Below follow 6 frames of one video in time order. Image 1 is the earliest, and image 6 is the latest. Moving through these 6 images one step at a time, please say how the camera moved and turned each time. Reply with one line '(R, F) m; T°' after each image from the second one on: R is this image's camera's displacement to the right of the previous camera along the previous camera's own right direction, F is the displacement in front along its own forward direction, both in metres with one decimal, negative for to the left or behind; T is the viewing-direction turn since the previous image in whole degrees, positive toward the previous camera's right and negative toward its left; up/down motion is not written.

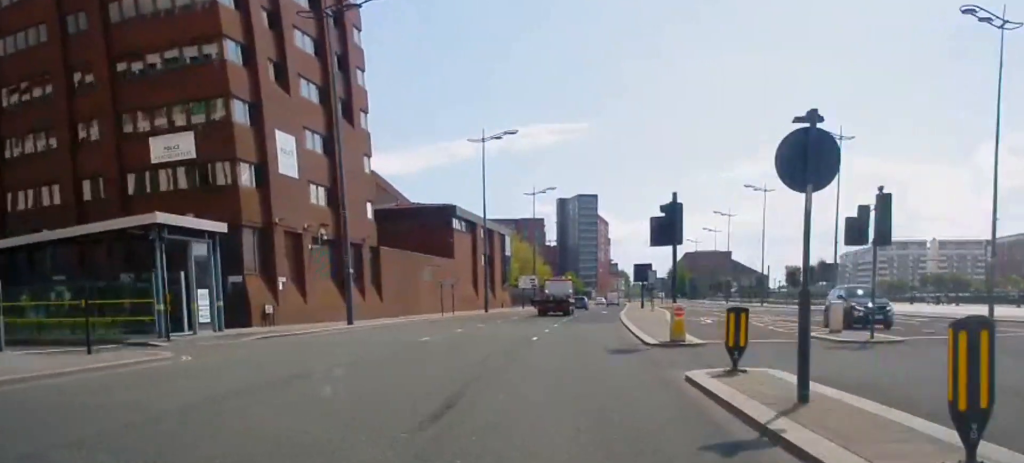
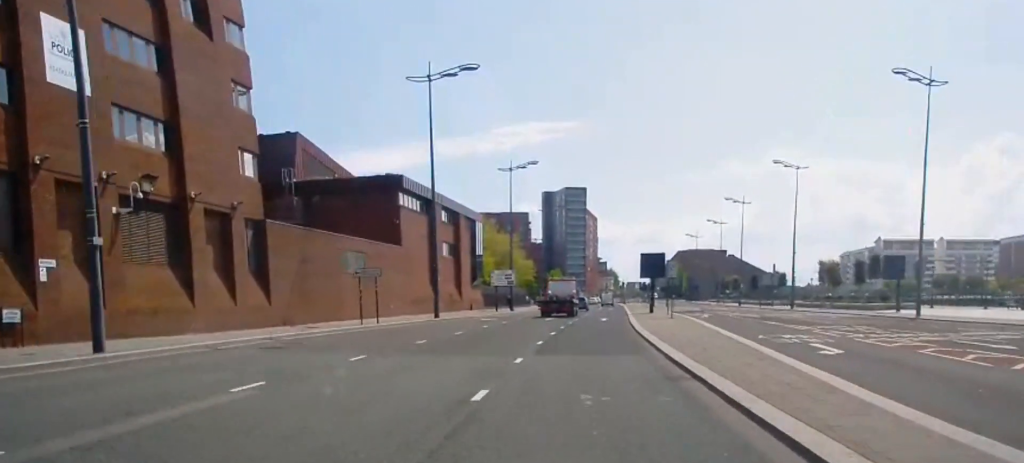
(+0.2, +19.3) m; +1°
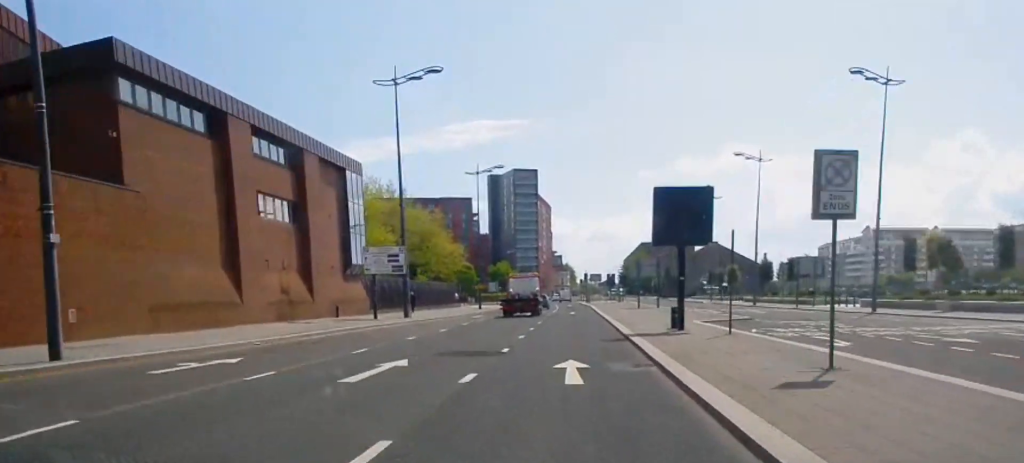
(+0.6, +34.6) m; +2°
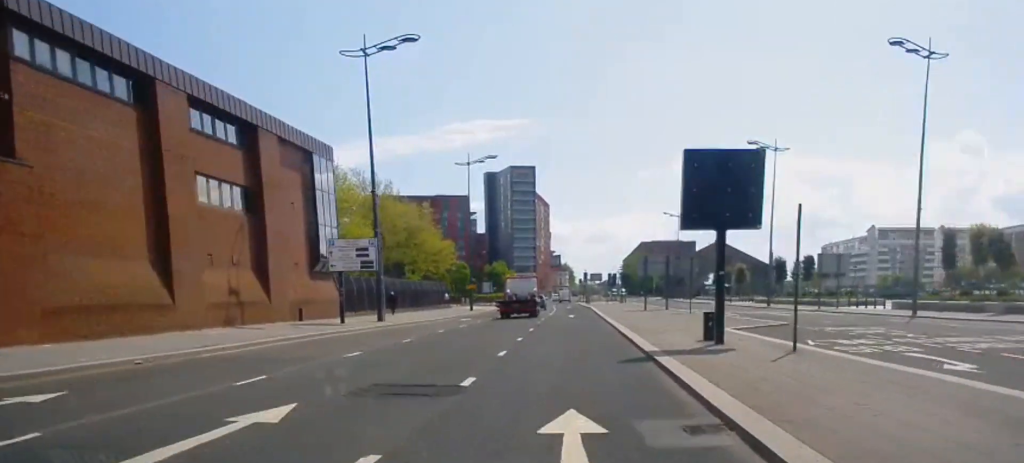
(+0.1, +6.6) m; 0°
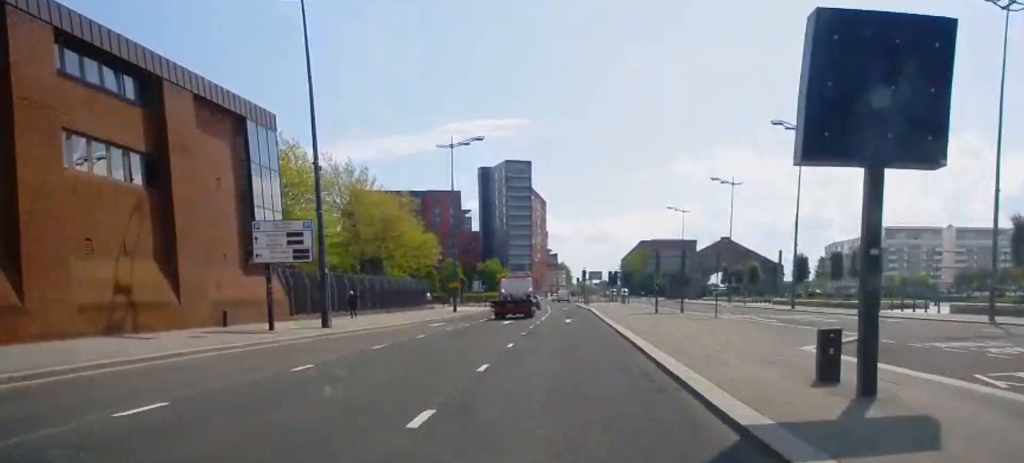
(+0.1, +9.2) m; 0°
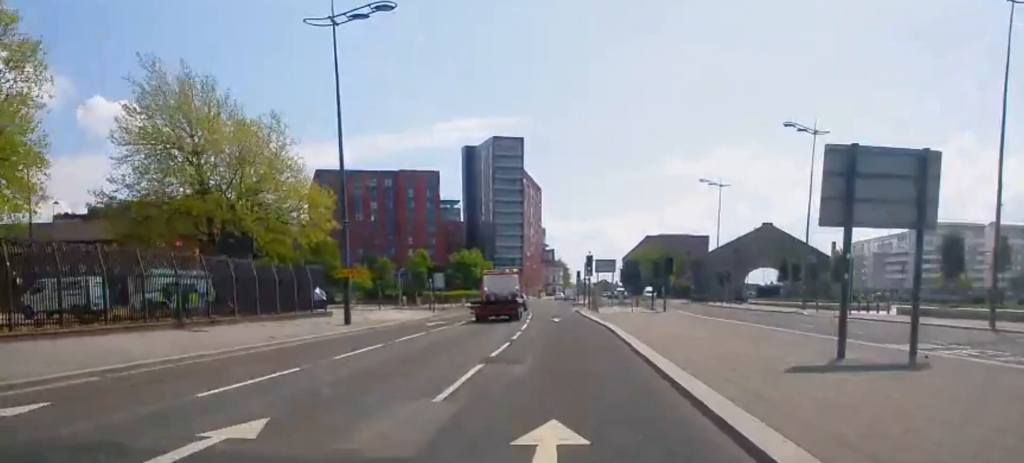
(+0.1, +33.2) m; -1°
